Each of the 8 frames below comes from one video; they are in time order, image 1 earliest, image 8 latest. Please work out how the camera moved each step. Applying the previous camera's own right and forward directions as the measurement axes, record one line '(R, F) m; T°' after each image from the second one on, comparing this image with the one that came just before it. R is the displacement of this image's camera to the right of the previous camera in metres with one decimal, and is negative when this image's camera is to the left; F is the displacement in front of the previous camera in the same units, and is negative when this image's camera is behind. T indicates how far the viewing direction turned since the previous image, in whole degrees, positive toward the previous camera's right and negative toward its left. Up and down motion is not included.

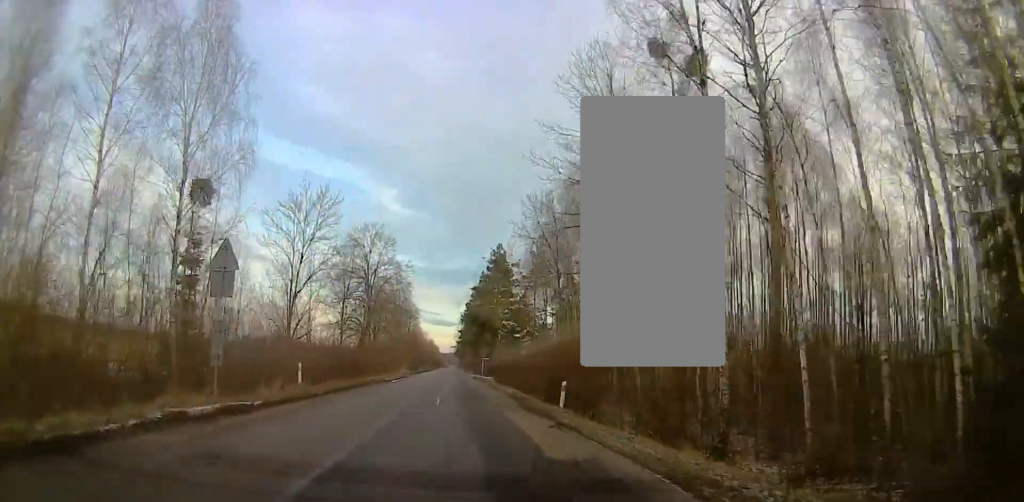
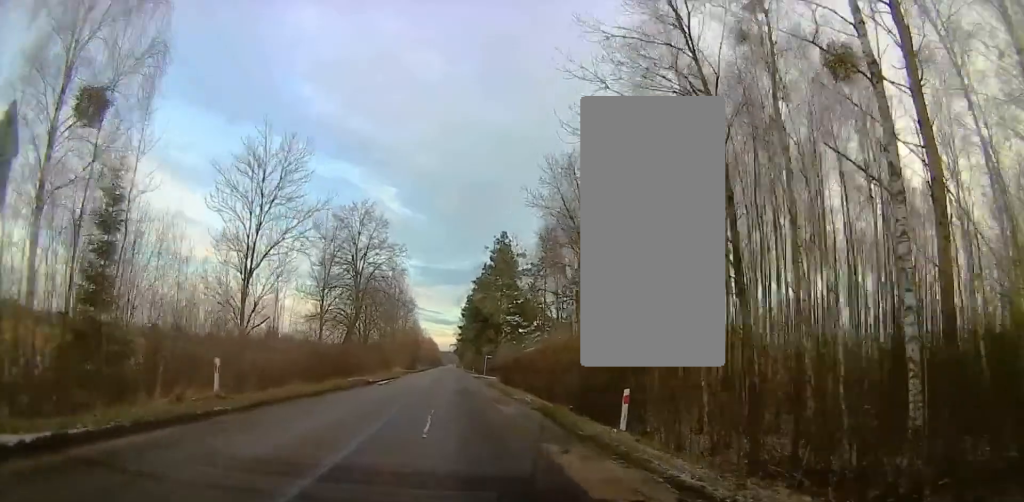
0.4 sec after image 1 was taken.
(+0.1, +8.1) m; 0°
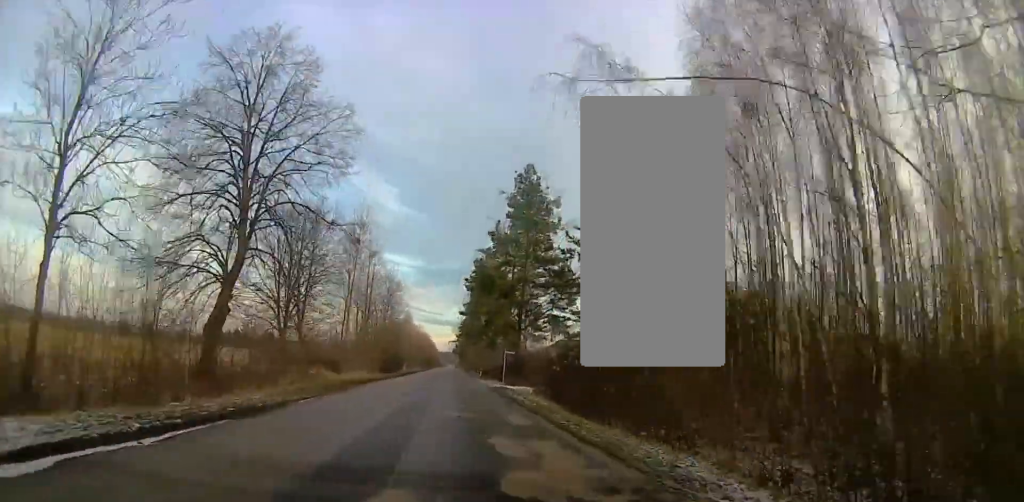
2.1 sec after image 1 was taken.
(+0.1, +30.0) m; 0°
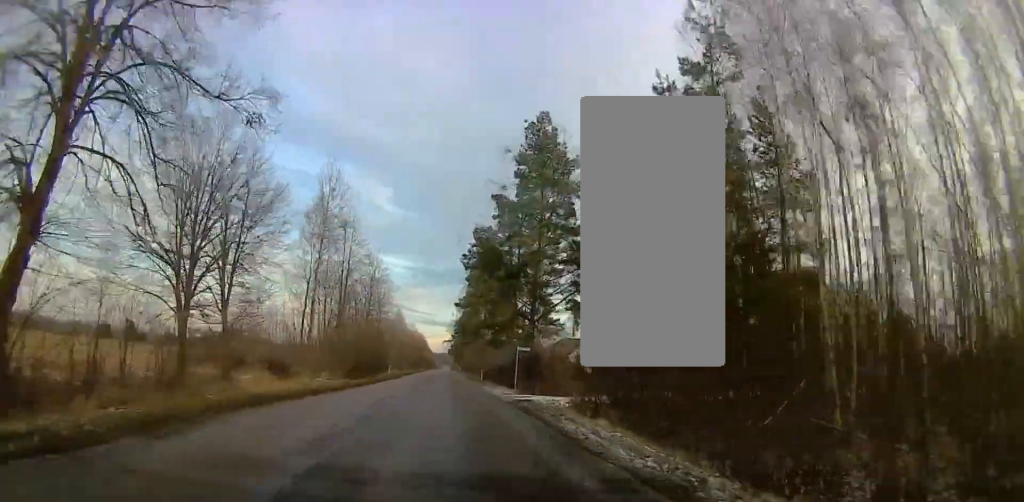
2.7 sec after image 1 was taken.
(0.0, +11.5) m; 0°
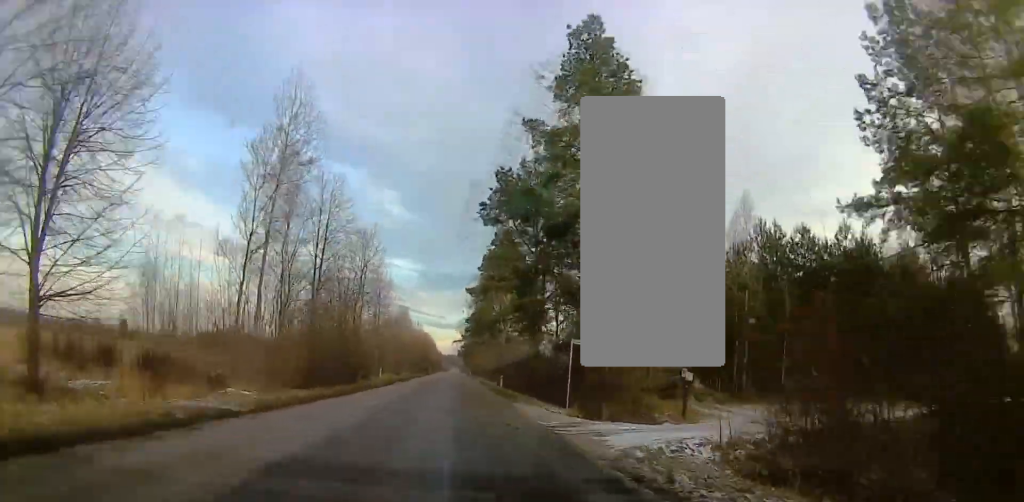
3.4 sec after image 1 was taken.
(0.0, +14.0) m; 0°
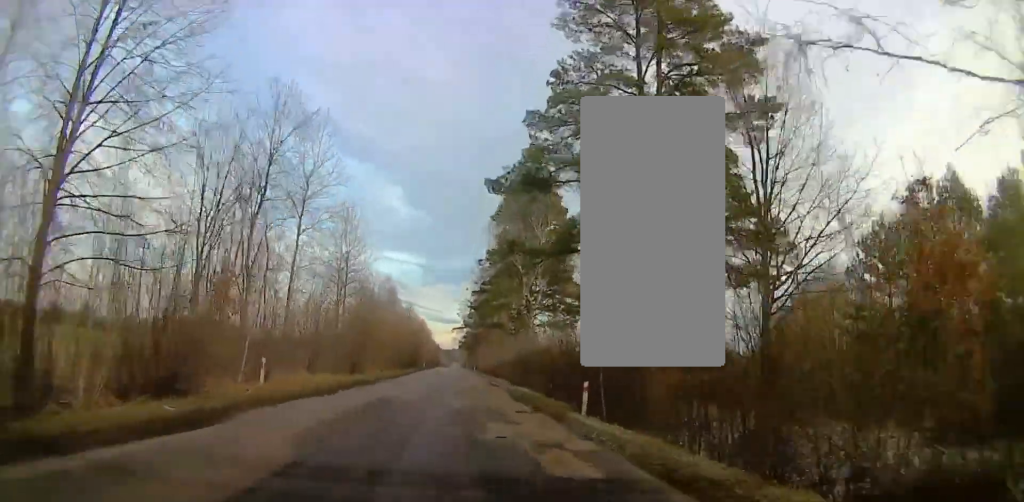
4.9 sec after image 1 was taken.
(0.0, +34.1) m; 0°
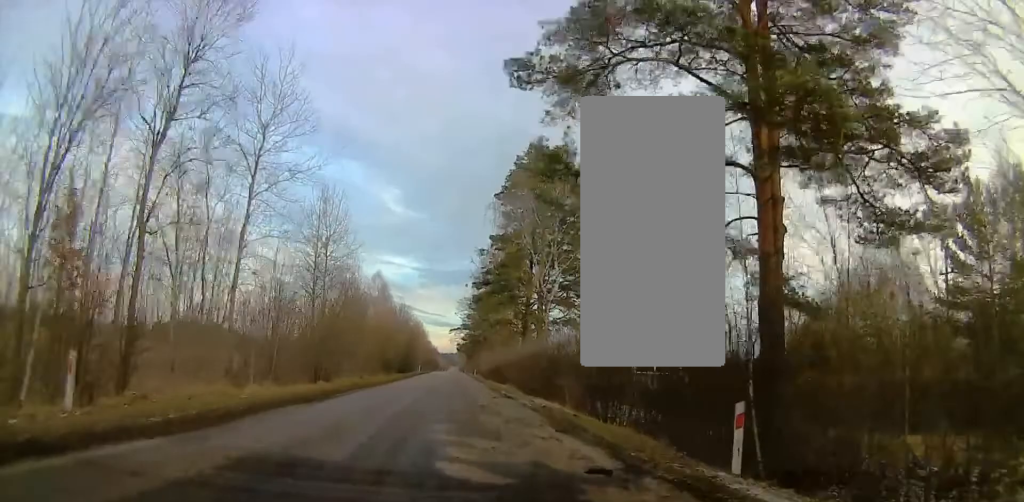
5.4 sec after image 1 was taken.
(+0.1, +12.1) m; -2°
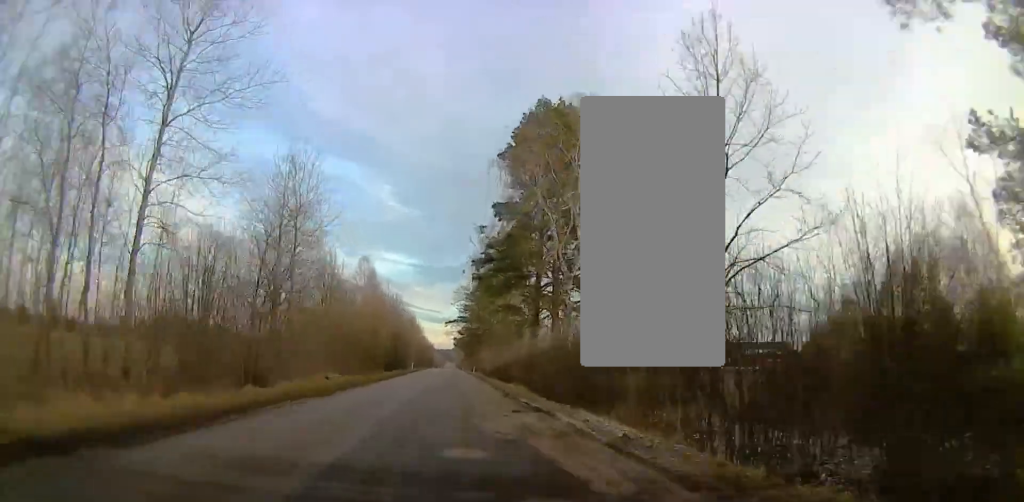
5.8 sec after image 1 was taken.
(+0.5, +11.1) m; -2°
